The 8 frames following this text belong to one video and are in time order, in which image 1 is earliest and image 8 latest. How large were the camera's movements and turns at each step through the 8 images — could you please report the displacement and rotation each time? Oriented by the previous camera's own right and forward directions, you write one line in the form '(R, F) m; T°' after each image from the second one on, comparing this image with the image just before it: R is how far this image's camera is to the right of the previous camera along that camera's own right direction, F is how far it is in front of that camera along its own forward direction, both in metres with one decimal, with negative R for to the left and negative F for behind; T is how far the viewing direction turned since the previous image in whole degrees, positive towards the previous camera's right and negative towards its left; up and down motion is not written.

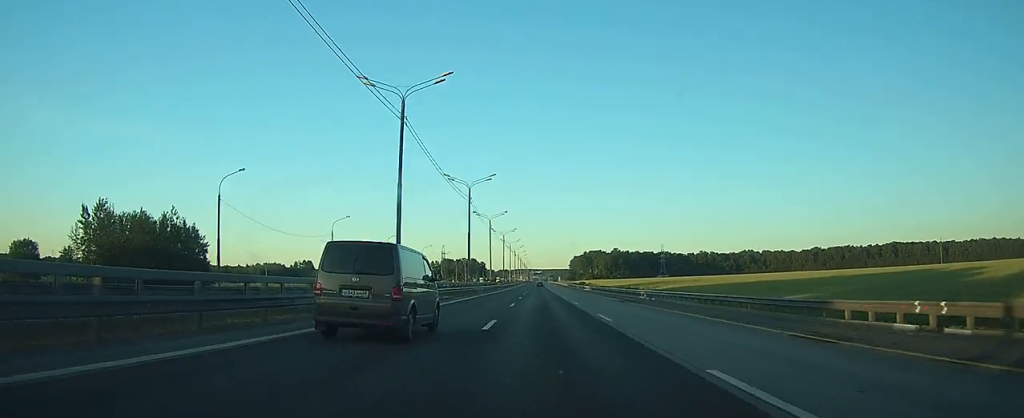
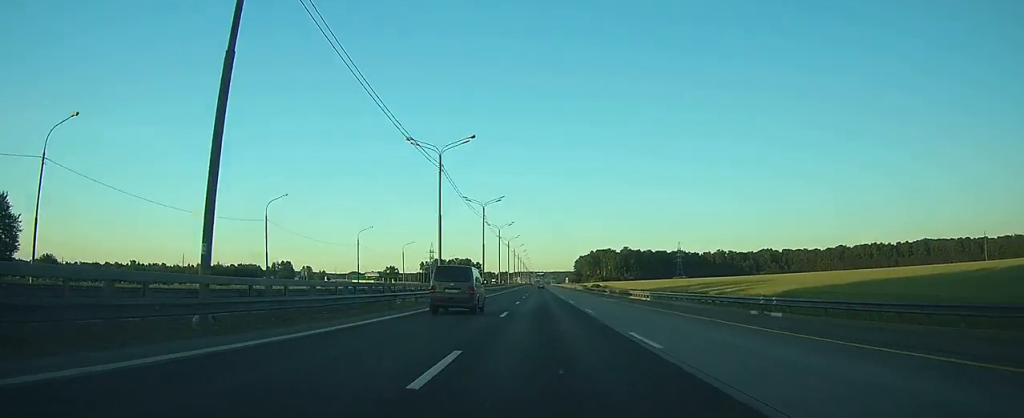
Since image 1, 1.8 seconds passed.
(+0.1, +57.0) m; 0°
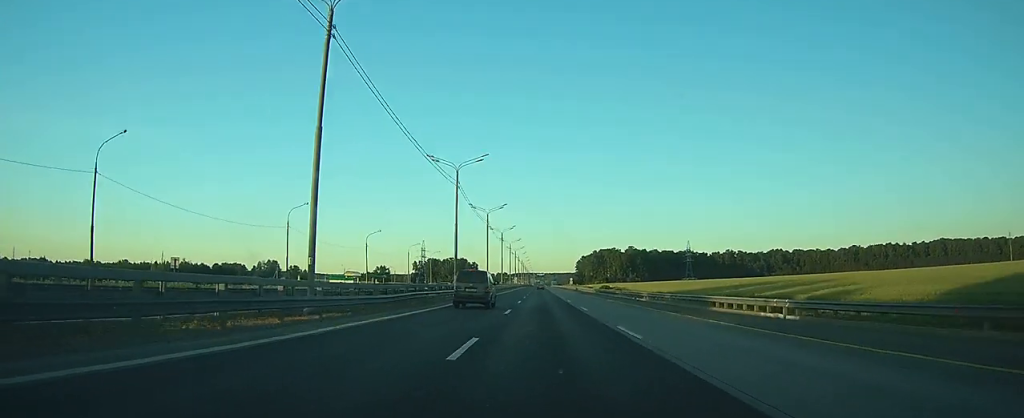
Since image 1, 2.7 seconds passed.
(0.0, +29.1) m; 0°
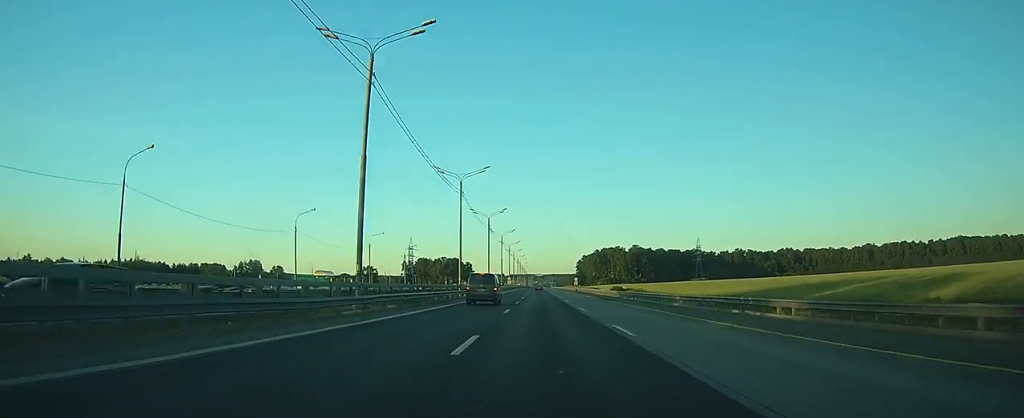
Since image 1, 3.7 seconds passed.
(-0.1, +31.1) m; 0°
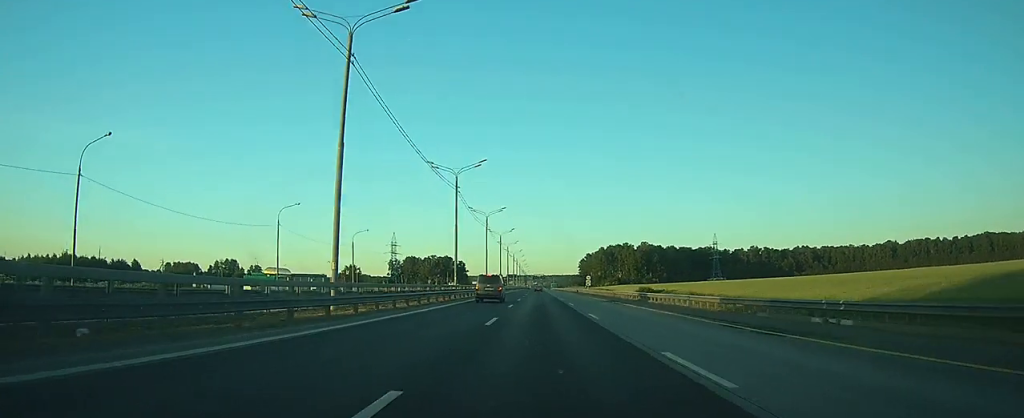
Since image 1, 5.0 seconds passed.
(0.0, +39.3) m; 0°
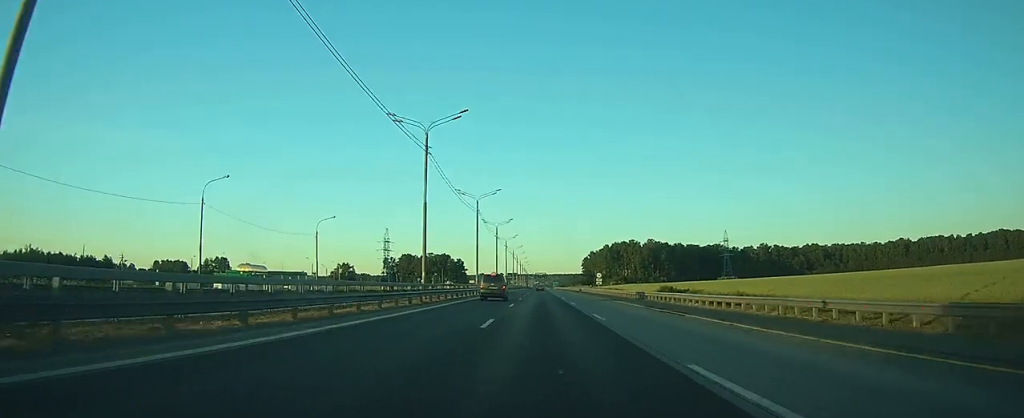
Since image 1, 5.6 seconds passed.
(-0.1, +17.6) m; 0°
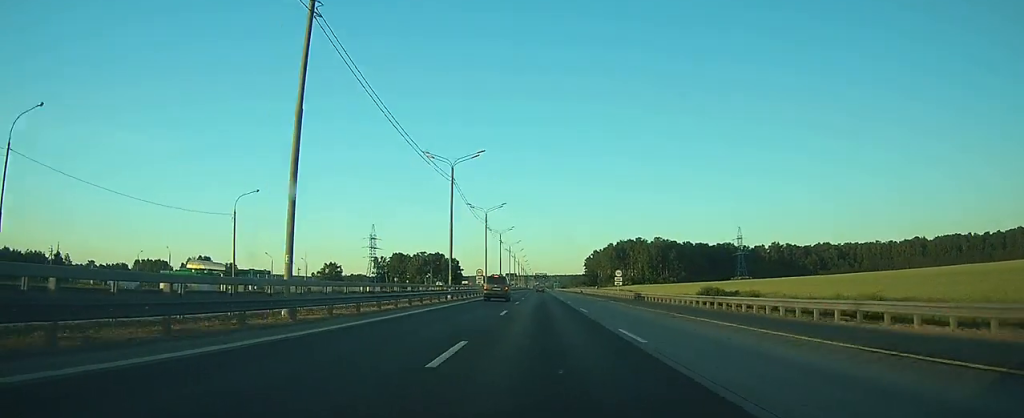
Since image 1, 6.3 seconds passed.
(0.0, +23.9) m; 0°
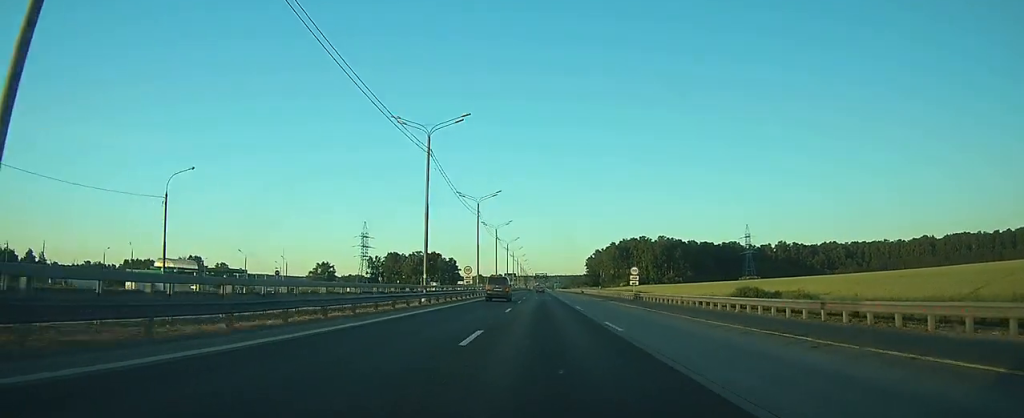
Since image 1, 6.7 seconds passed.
(0.0, +12.5) m; 0°
